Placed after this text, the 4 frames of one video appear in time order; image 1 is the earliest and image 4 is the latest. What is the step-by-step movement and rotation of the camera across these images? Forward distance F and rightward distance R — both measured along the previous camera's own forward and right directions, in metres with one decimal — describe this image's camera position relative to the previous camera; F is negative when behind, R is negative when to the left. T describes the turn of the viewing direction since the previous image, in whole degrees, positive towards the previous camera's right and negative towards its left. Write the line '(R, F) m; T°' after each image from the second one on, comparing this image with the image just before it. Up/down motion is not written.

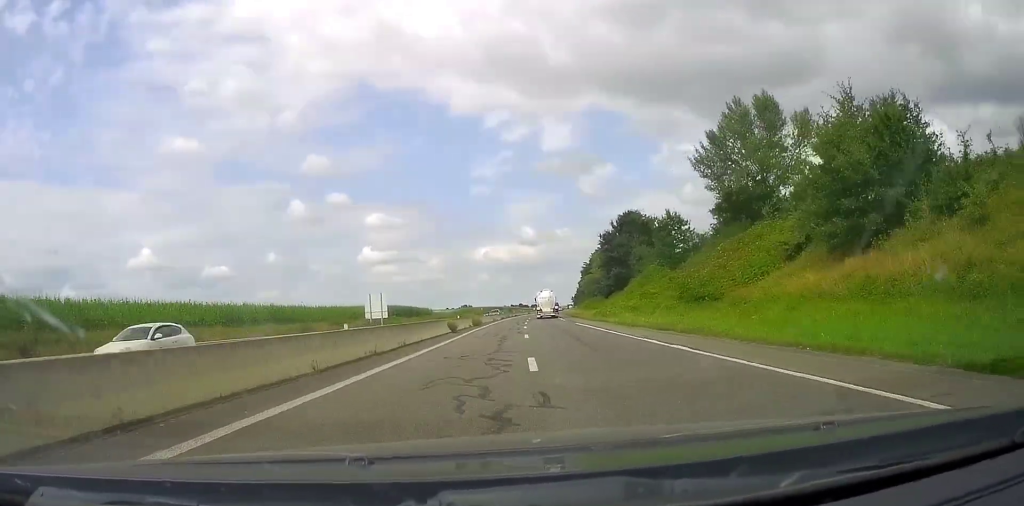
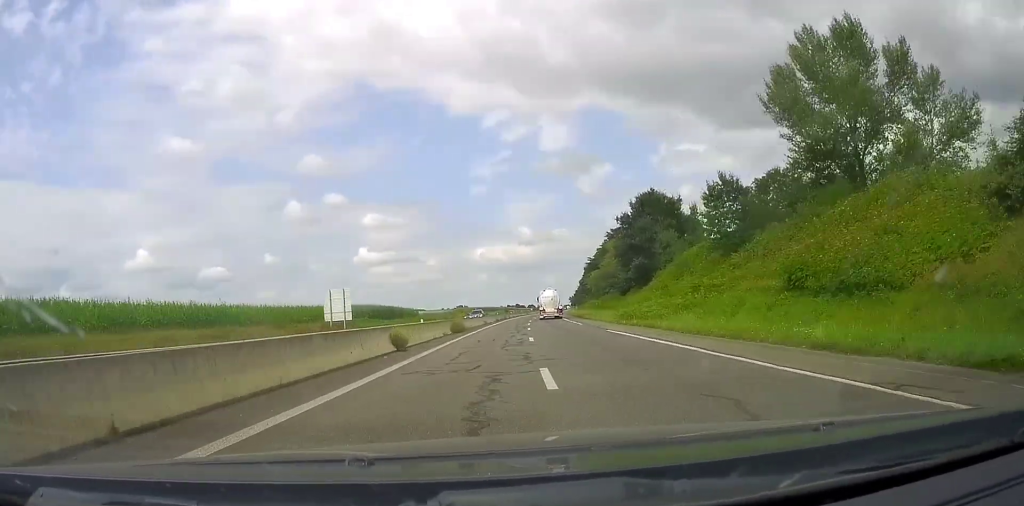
(0.0, +16.0) m; 0°
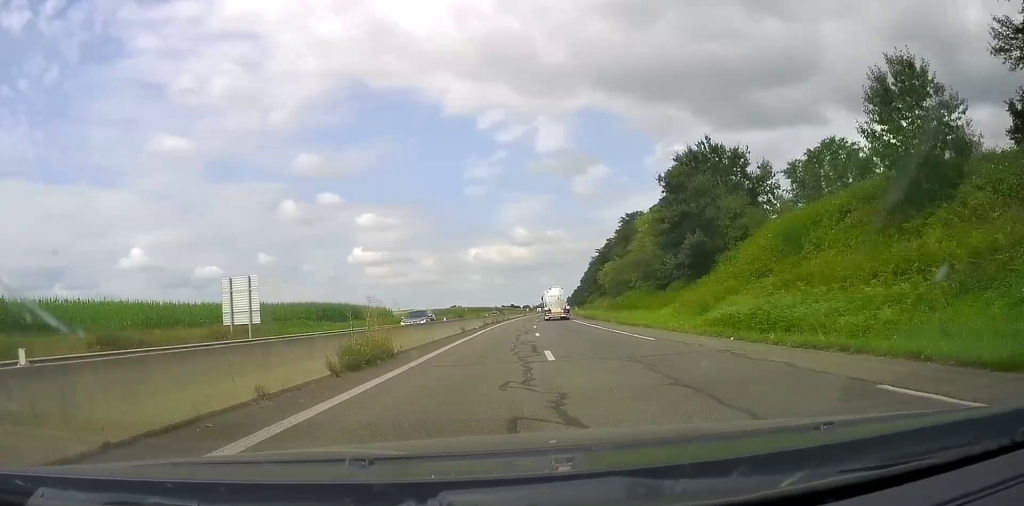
(-0.3, +22.8) m; -1°
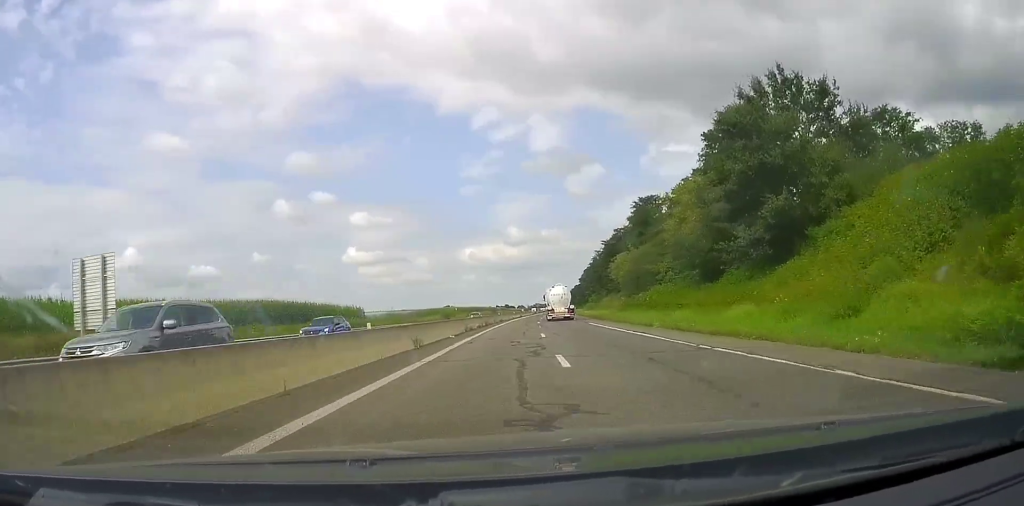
(0.0, +16.9) m; 0°
